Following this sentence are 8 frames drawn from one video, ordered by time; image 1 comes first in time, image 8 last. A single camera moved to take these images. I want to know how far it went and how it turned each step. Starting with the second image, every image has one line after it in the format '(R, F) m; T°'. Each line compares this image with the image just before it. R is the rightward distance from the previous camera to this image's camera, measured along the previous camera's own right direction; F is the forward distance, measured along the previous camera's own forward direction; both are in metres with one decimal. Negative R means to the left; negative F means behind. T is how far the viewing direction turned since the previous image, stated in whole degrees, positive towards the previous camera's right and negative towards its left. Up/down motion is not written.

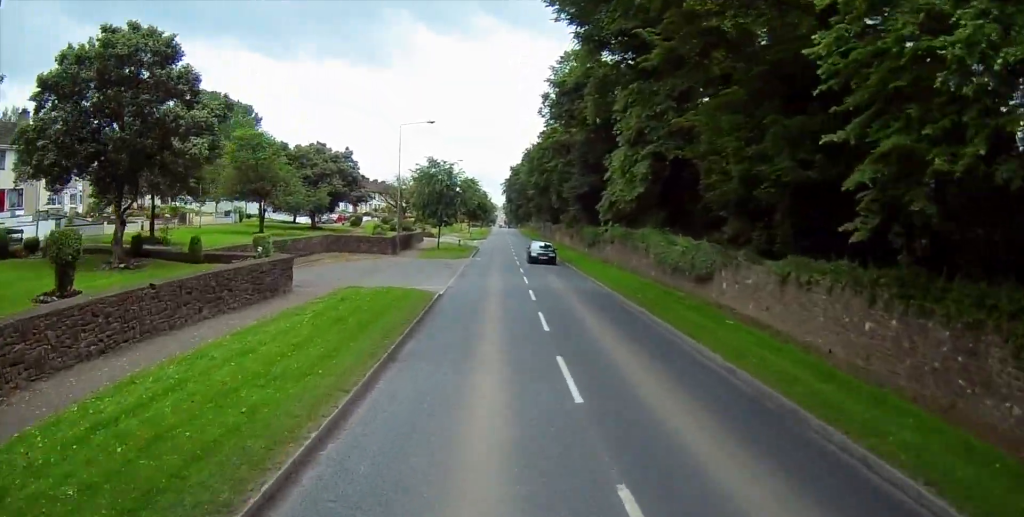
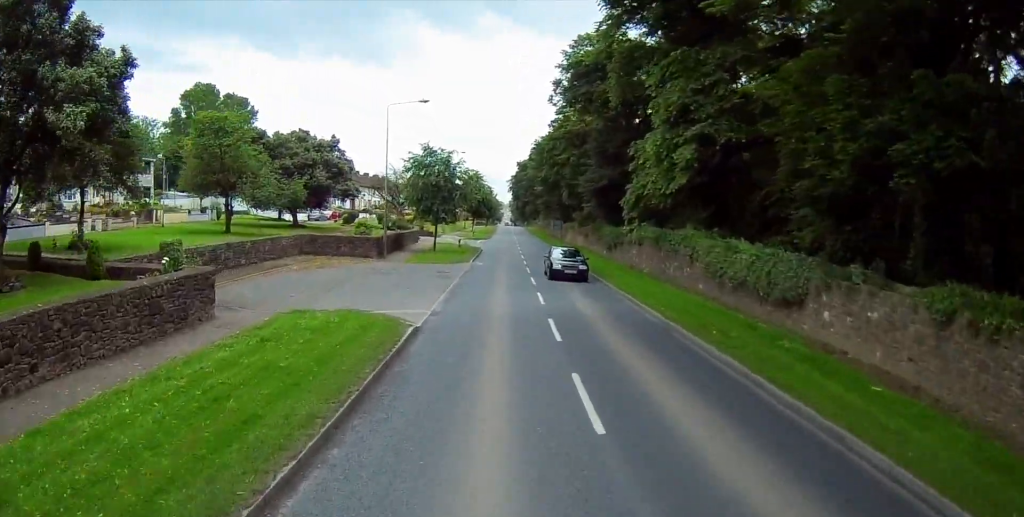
(0.0, +7.5) m; 0°
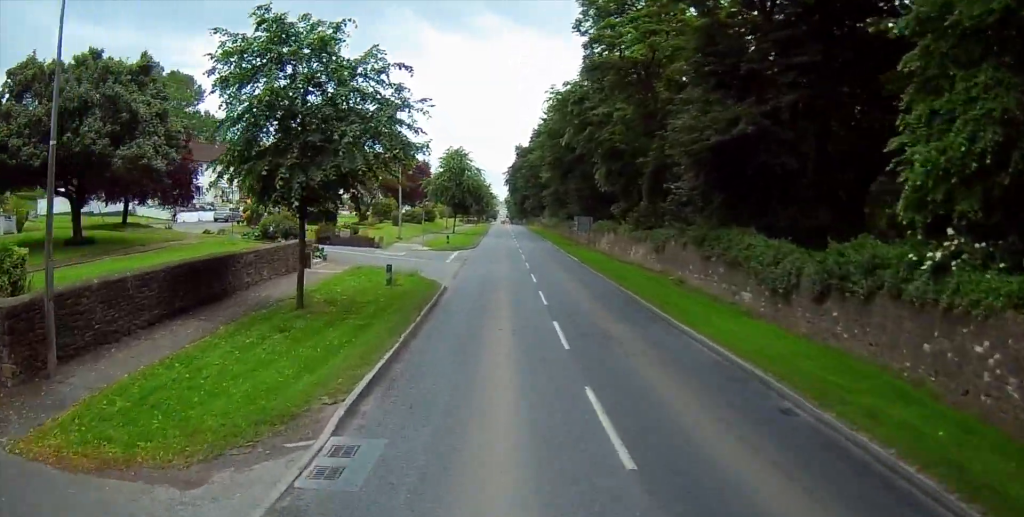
(-0.7, +31.4) m; -2°
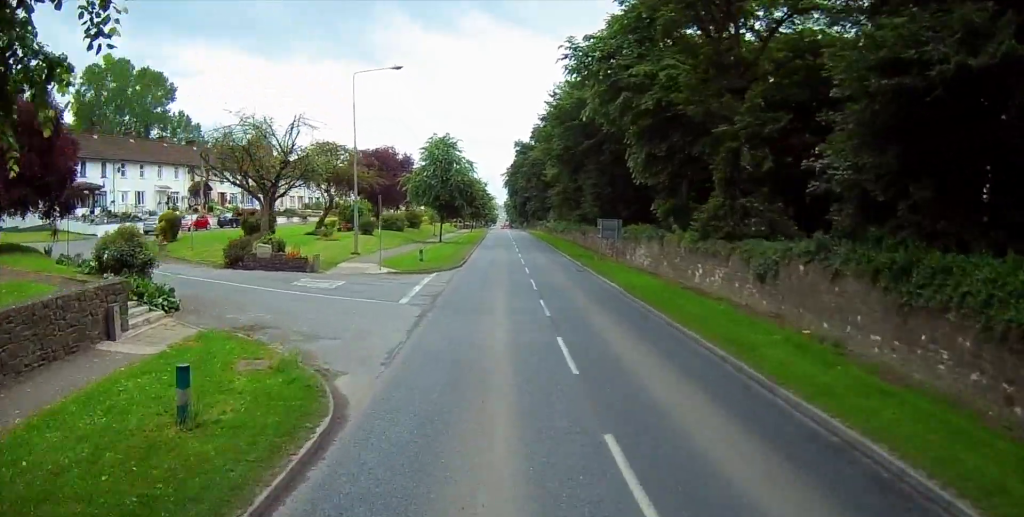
(0.0, +14.2) m; 0°
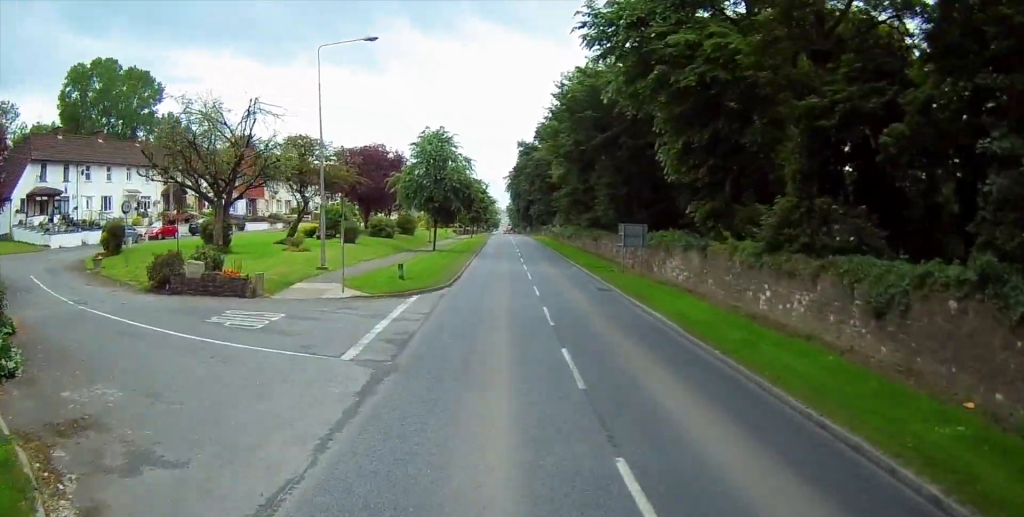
(-0.1, +6.9) m; 0°
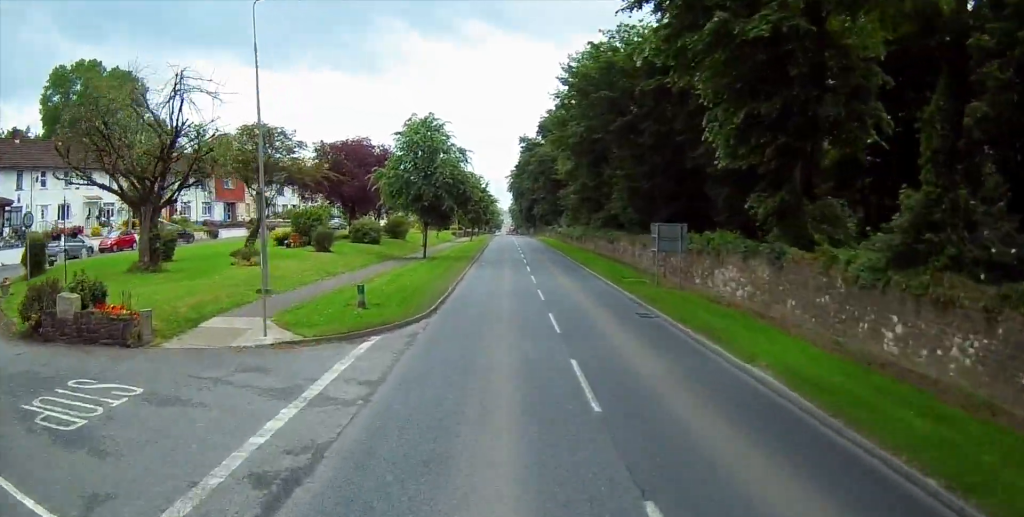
(0.0, +7.4) m; 0°
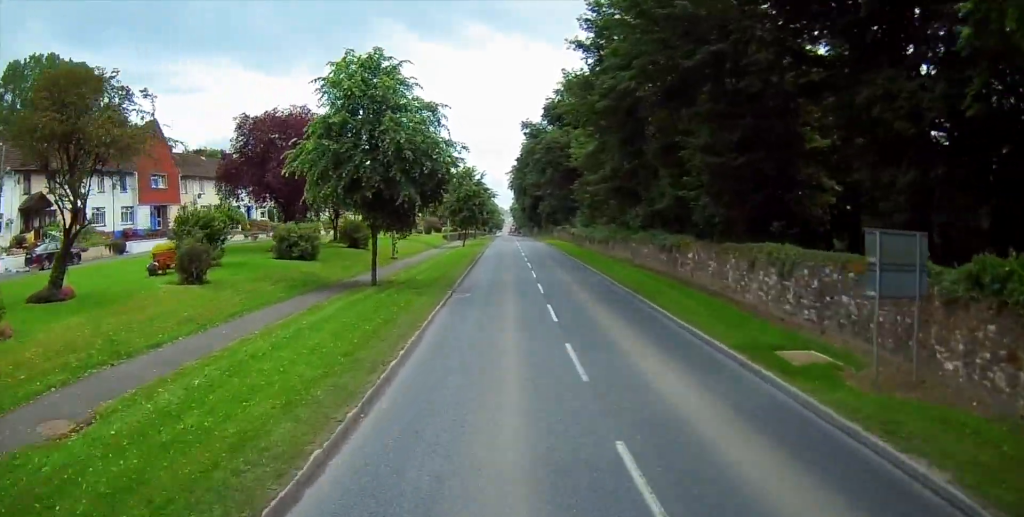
(+0.2, +17.1) m; +1°
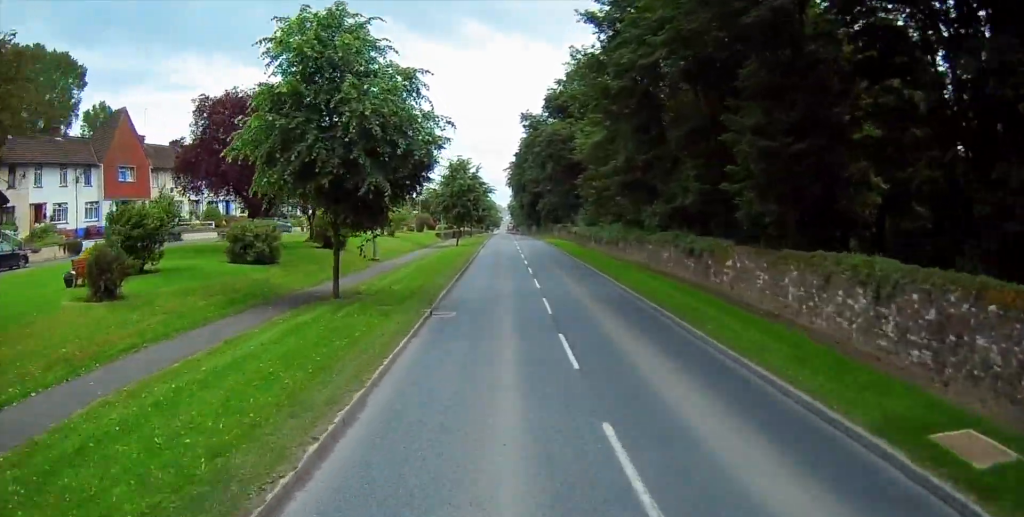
(0.0, +5.5) m; 0°
